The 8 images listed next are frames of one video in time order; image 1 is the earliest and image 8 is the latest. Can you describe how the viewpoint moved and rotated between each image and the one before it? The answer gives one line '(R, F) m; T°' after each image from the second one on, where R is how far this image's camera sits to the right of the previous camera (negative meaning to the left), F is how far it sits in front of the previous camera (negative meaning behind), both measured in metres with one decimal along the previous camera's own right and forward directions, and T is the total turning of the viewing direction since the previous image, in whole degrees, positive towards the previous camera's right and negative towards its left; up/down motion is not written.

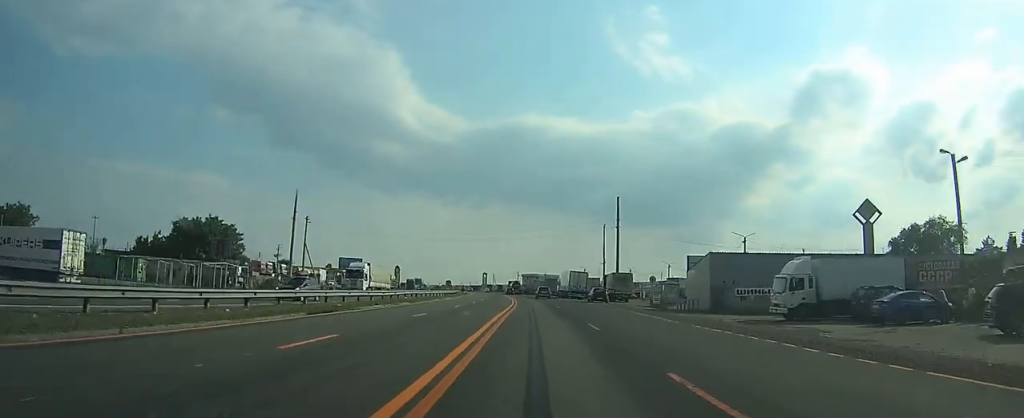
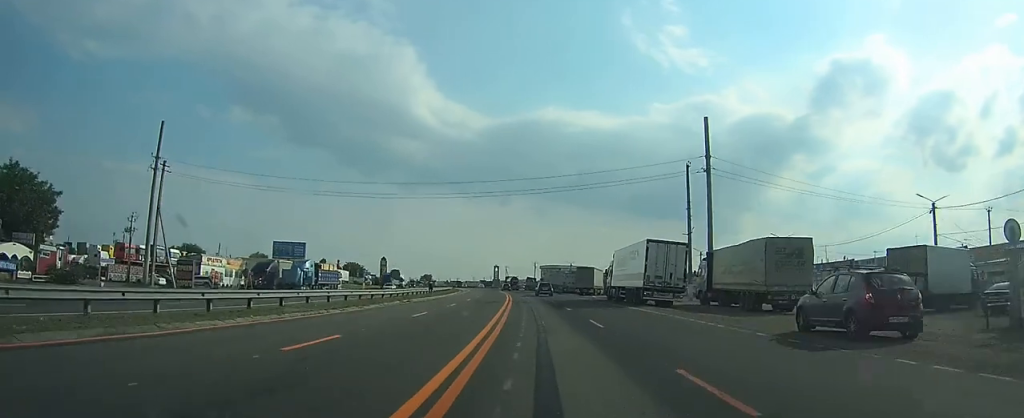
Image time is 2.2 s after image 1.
(-0.1, +48.6) m; -1°
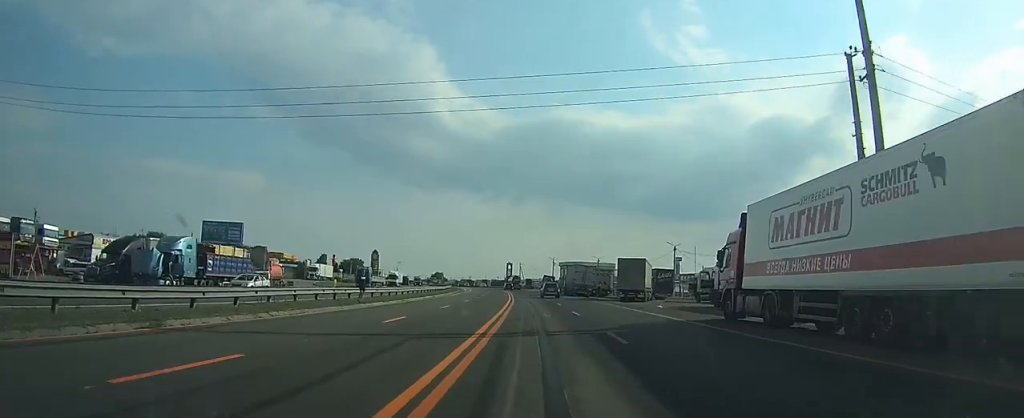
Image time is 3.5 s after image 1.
(-0.4, +28.7) m; -1°
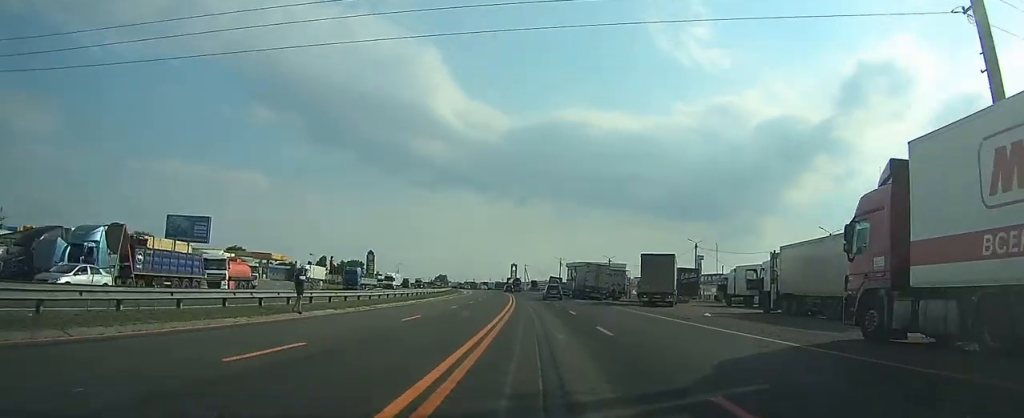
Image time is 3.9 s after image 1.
(0.0, +9.5) m; 0°
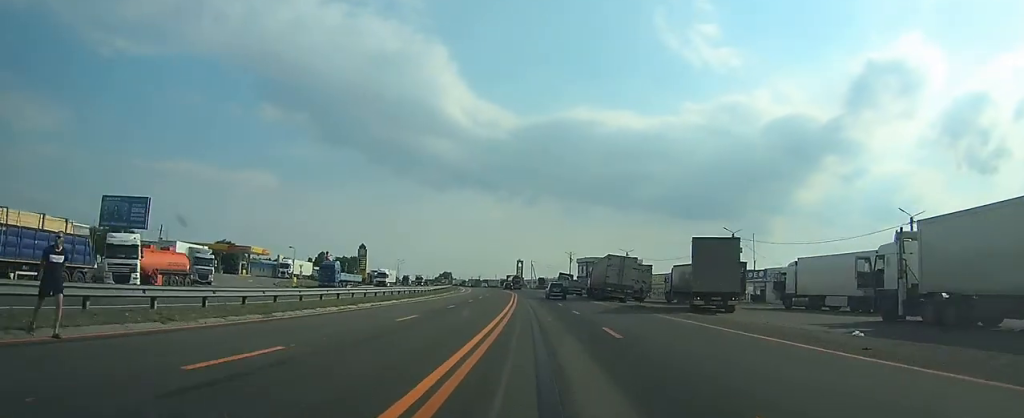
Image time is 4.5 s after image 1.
(-0.1, +13.1) m; 0°
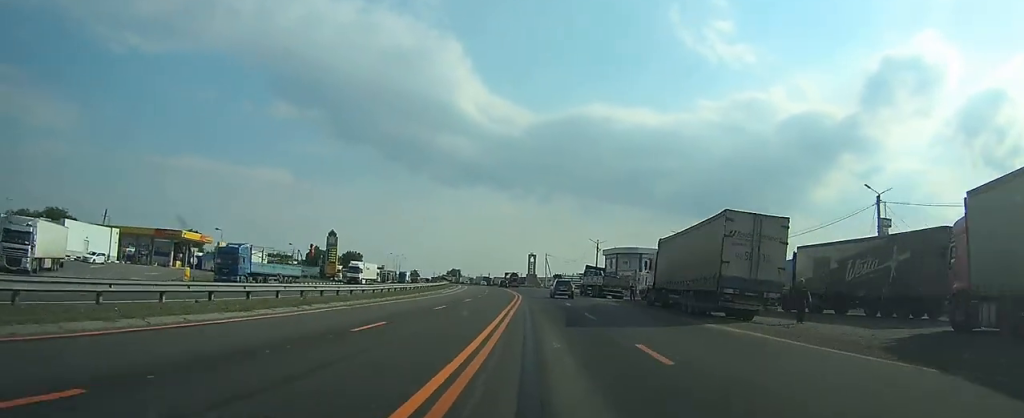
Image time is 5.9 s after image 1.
(-0.1, +29.0) m; -1°
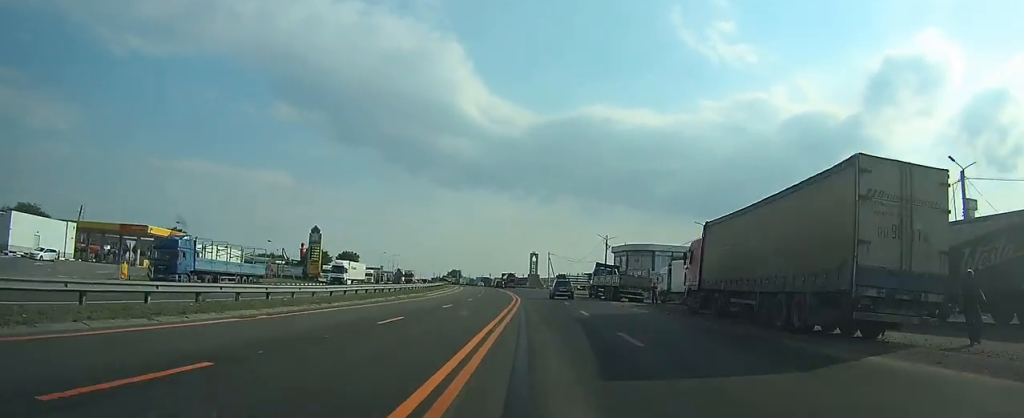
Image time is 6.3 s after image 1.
(-0.1, +9.4) m; 0°
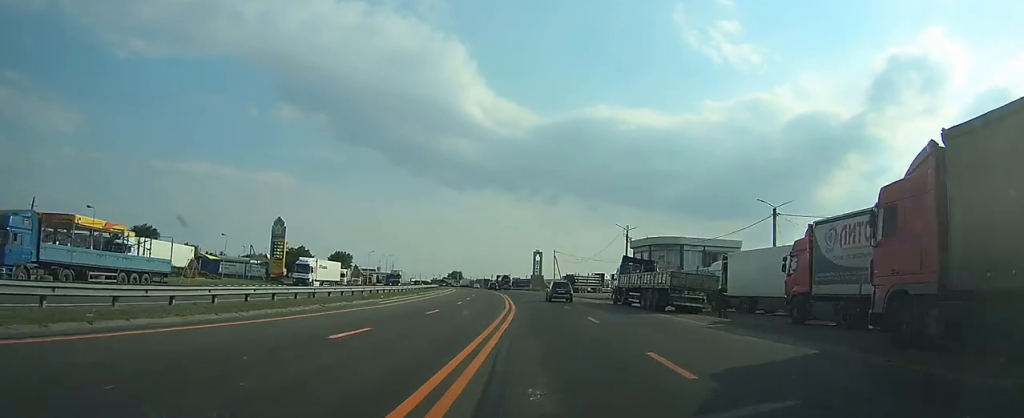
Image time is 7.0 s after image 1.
(-0.1, +15.9) m; -1°
